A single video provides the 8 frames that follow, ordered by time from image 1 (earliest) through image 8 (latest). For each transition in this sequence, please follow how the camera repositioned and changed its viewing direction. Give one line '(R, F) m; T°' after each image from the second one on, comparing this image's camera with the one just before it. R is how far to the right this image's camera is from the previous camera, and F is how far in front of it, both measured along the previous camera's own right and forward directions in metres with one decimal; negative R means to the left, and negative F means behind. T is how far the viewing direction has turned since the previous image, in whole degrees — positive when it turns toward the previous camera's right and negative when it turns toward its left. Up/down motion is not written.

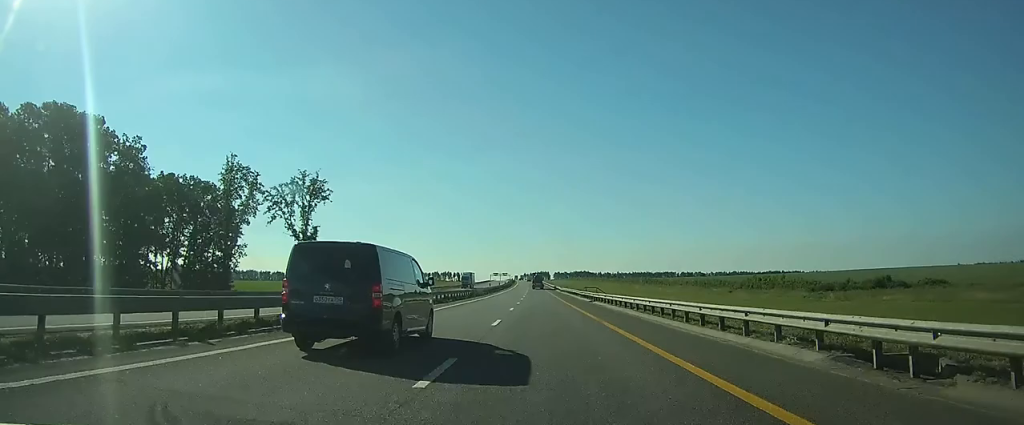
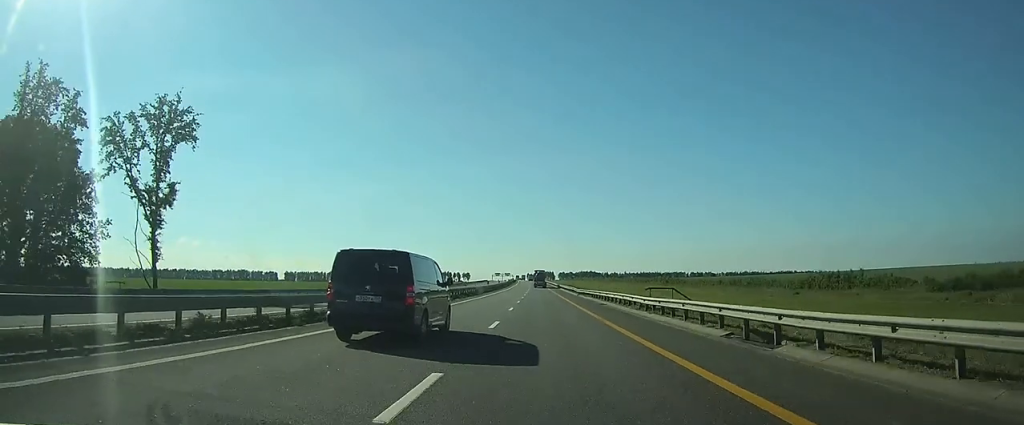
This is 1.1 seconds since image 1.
(-0.1, +37.7) m; 0°
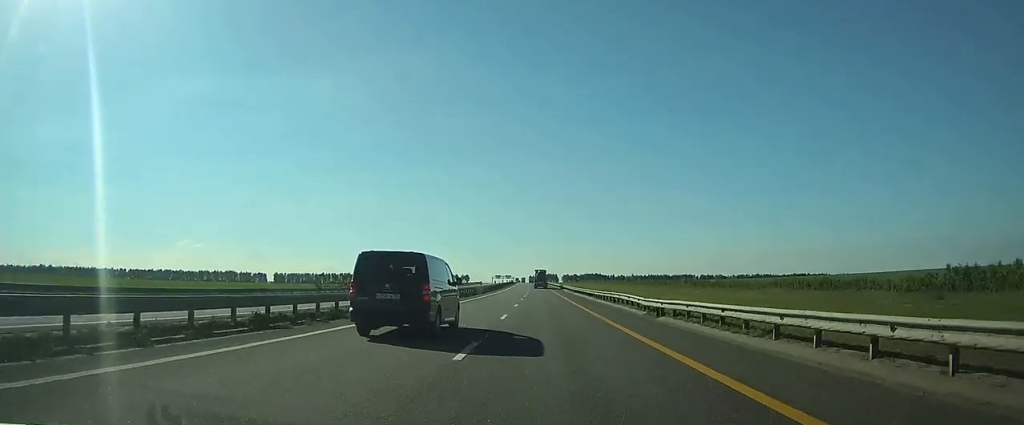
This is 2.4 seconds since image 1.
(0.0, +43.8) m; 0°
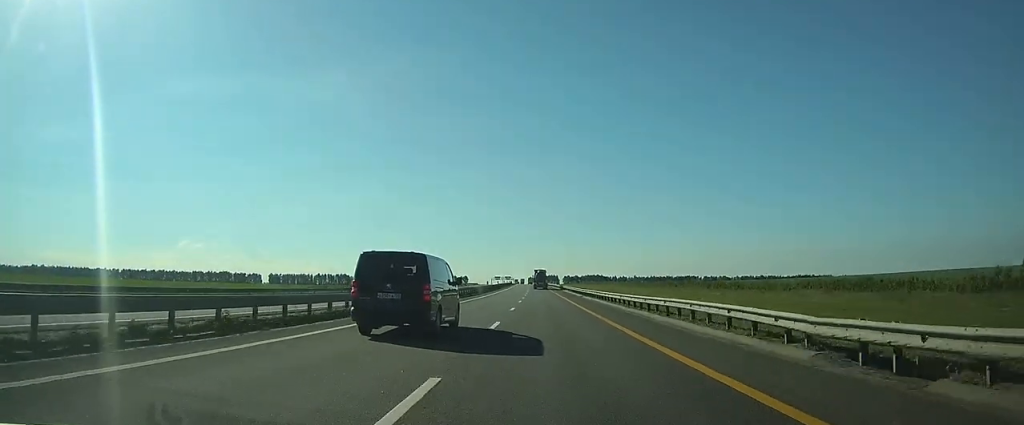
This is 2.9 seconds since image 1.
(0.0, +16.9) m; 0°
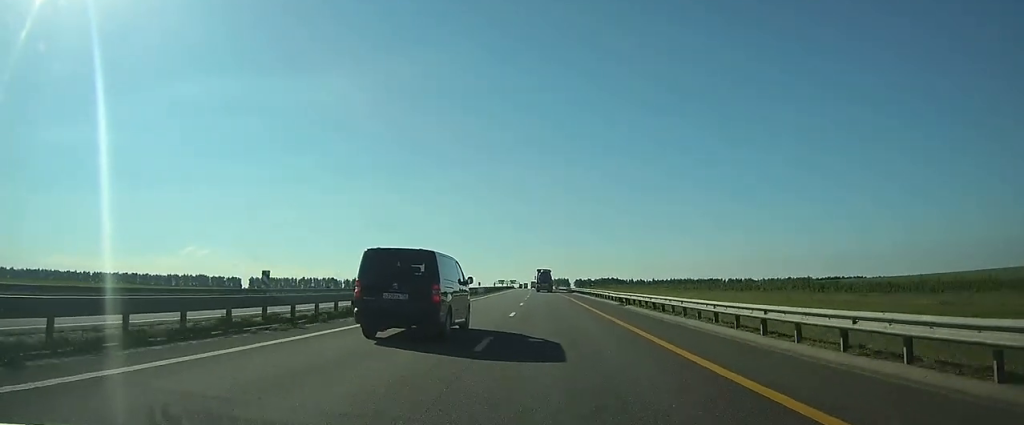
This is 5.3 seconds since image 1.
(-0.6, +78.4) m; -1°
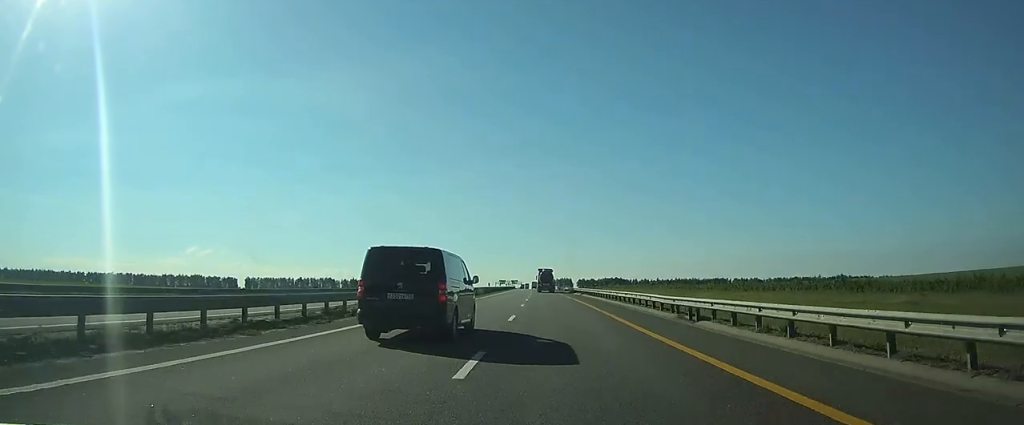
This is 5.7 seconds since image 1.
(0.0, +15.4) m; 0°
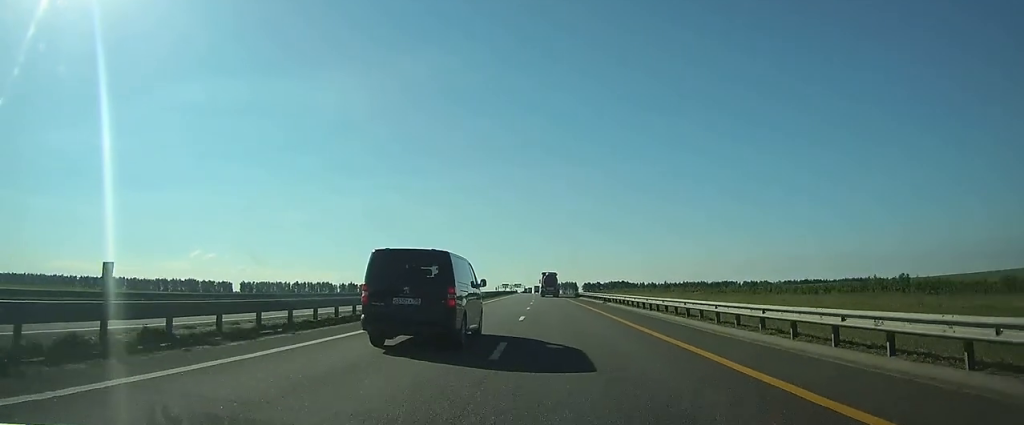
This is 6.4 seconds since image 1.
(0.0, +21.8) m; 0°
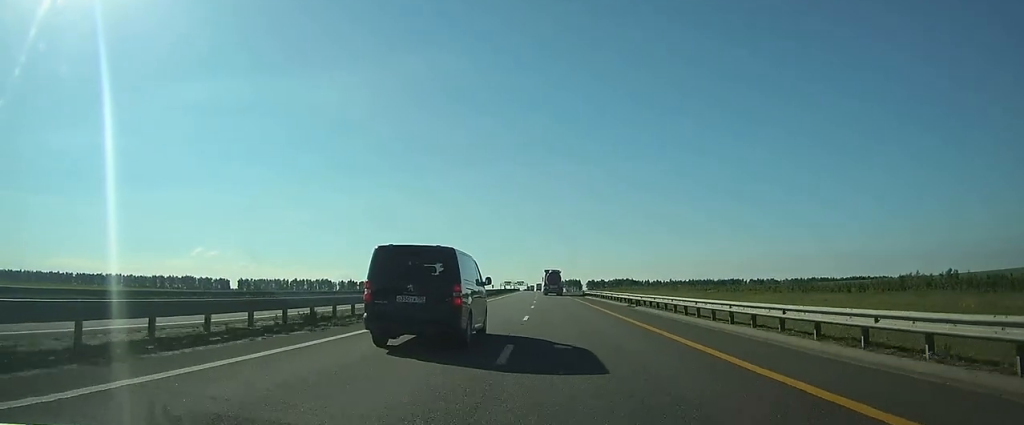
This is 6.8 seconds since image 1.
(0.0, +13.0) m; 0°
